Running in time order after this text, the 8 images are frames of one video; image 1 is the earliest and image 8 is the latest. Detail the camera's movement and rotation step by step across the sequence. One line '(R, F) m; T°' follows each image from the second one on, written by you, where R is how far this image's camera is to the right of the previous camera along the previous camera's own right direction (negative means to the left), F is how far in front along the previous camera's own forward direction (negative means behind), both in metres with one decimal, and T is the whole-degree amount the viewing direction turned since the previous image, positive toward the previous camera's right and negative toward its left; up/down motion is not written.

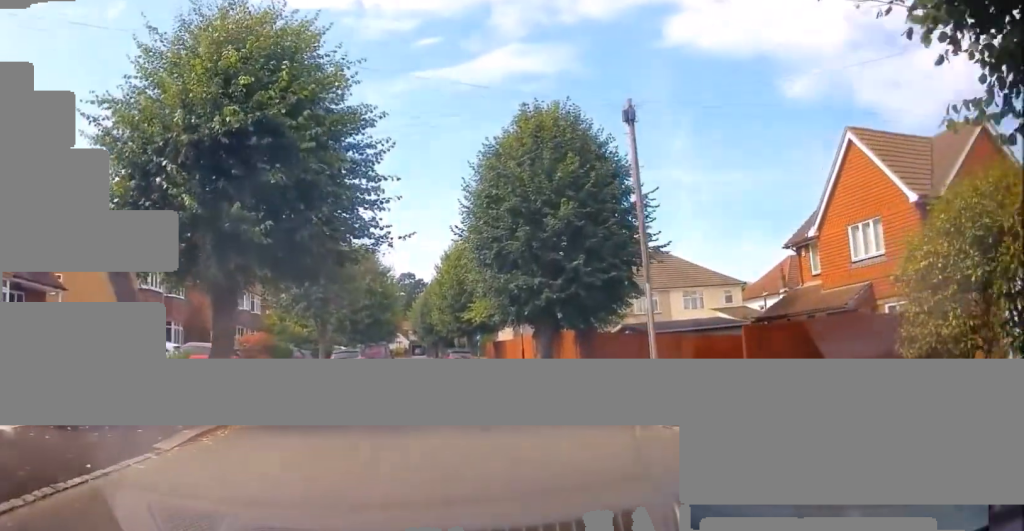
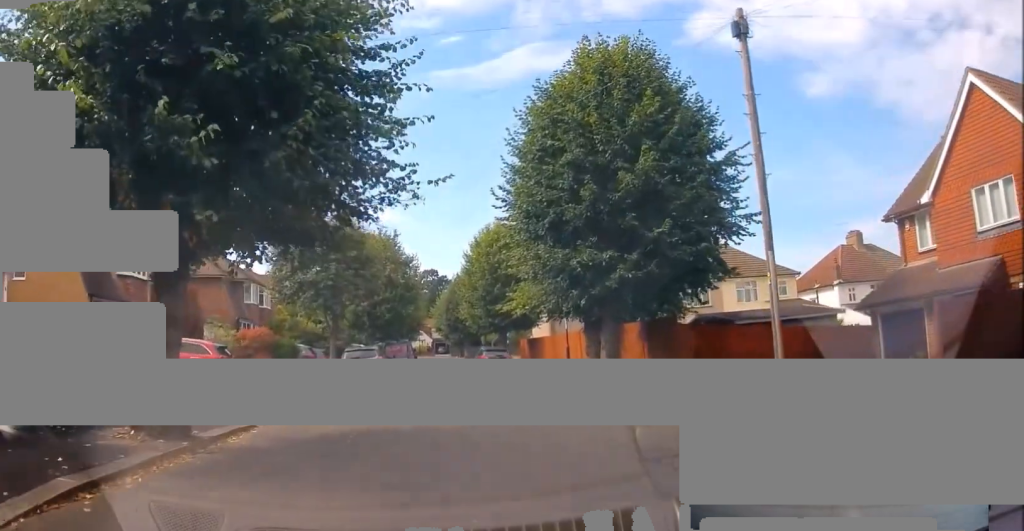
(-0.4, +4.4) m; -10°
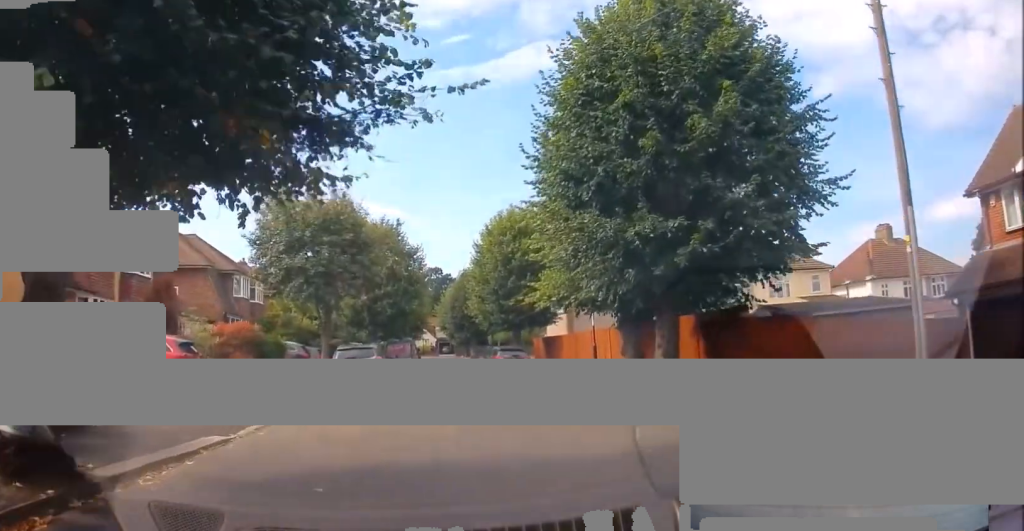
(-0.2, +3.6) m; -3°
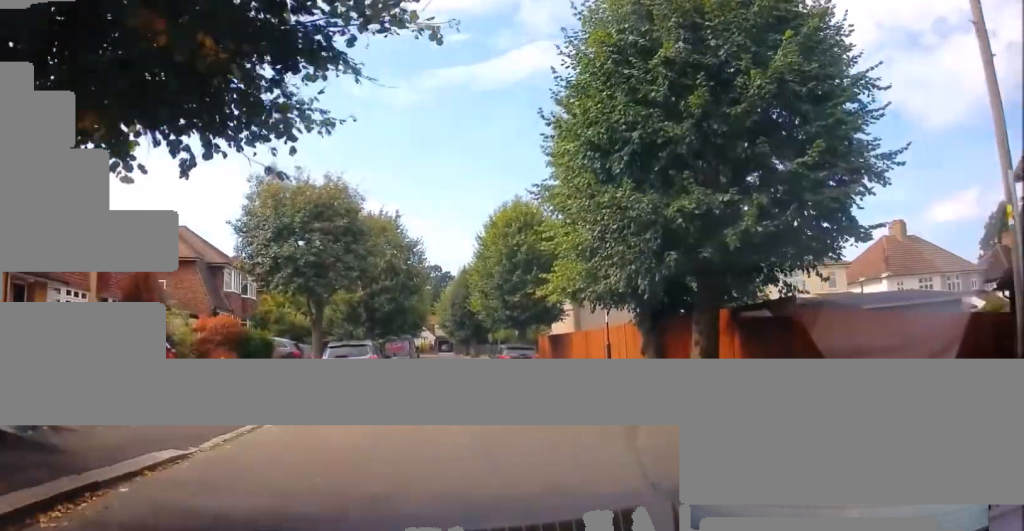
(0.0, +1.6) m; 0°
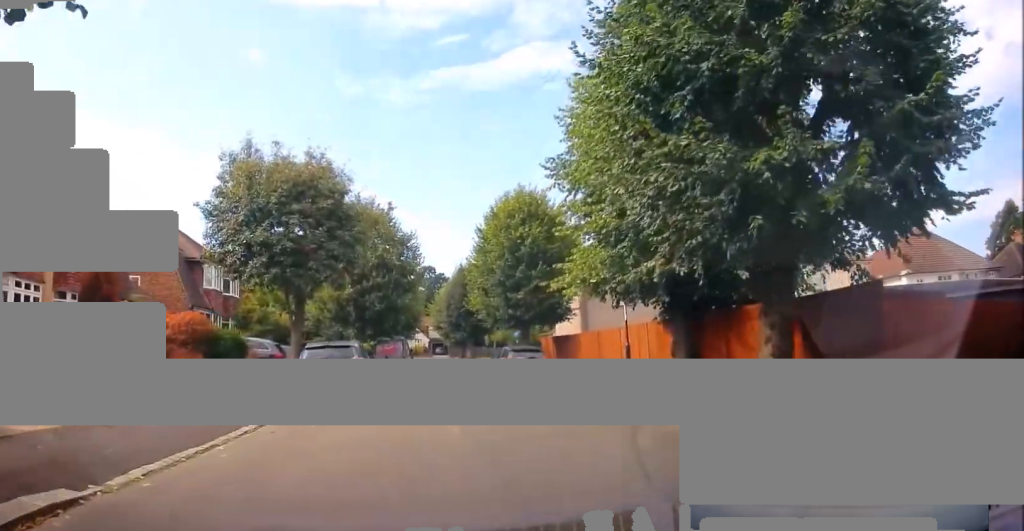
(0.0, +2.8) m; +1°
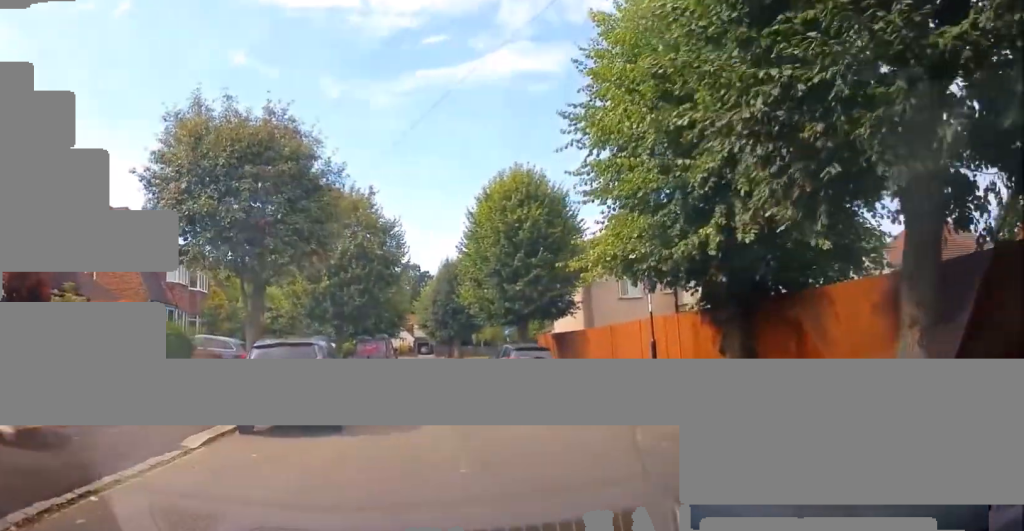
(0.0, +3.5) m; +4°
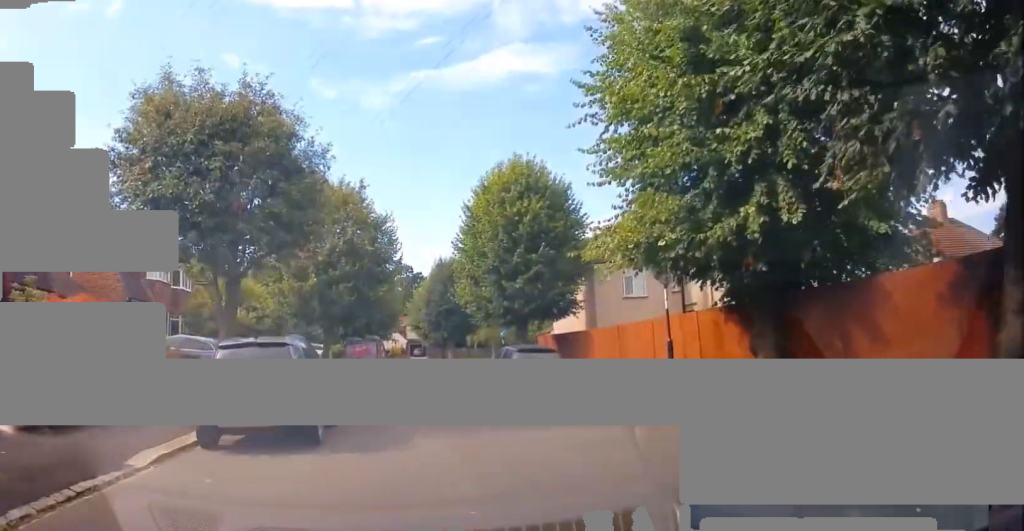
(-0.1, +1.8) m; +2°
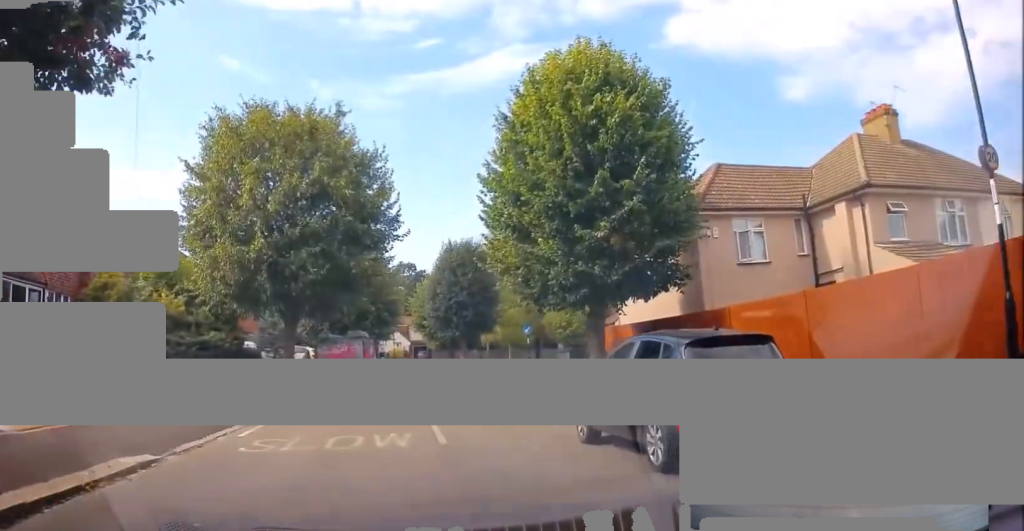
(-1.6, +11.3) m; -9°
